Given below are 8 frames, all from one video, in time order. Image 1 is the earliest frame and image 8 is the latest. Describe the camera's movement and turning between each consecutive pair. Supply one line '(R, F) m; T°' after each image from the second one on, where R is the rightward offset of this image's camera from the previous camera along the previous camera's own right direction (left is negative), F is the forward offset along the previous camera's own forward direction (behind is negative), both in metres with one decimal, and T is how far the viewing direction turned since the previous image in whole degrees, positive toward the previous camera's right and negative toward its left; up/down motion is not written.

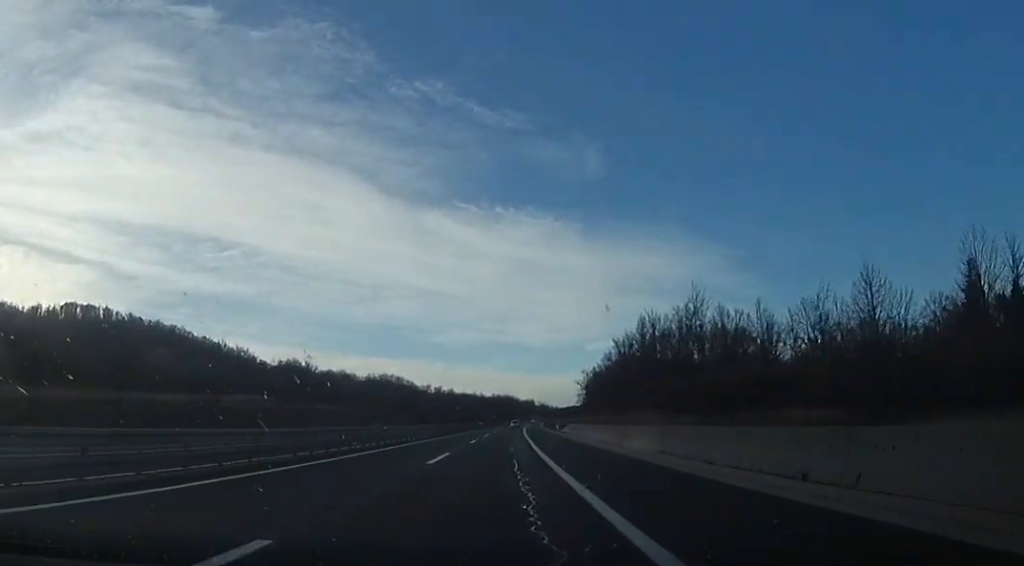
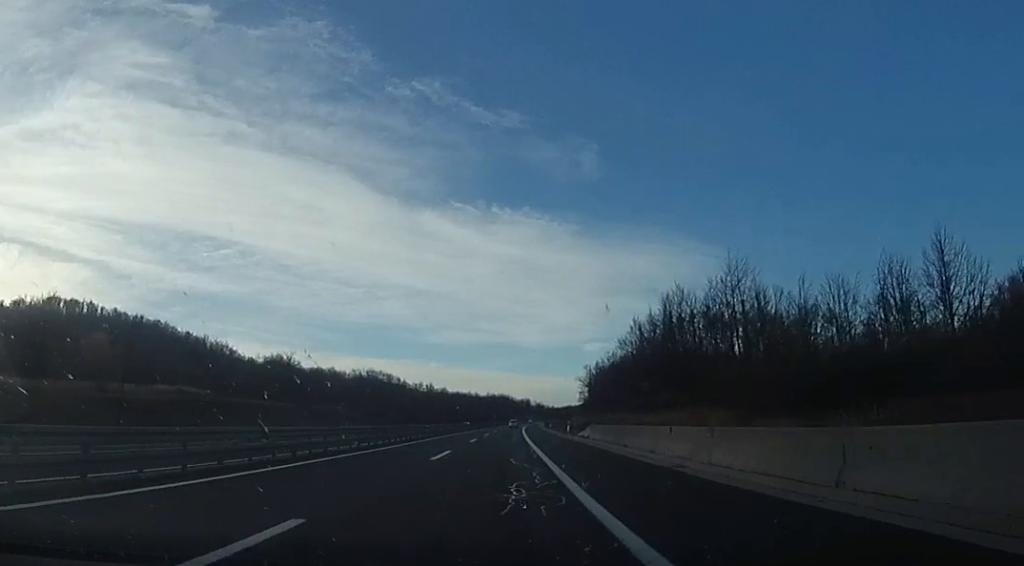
(+0.9, +17.6) m; 0°
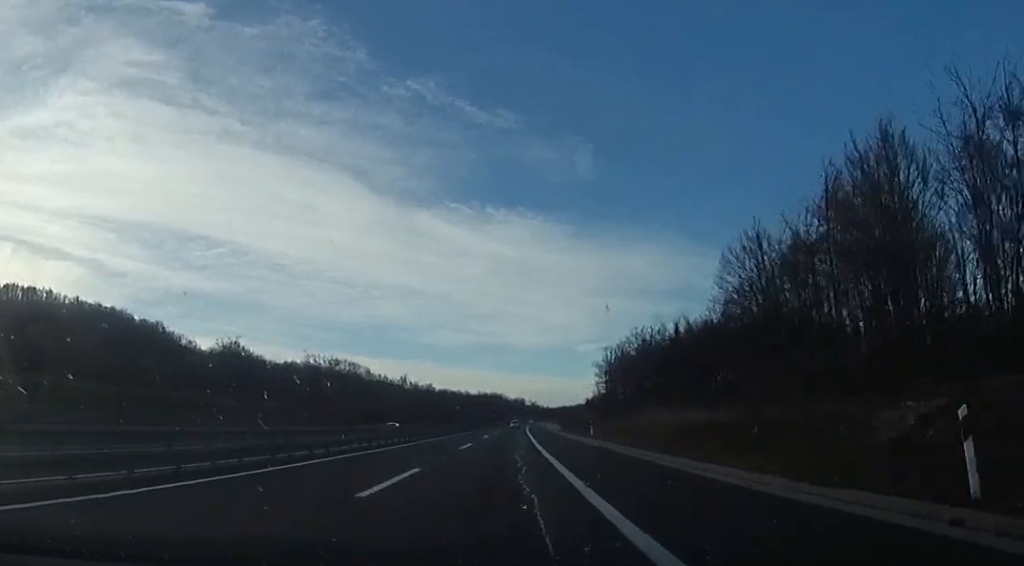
(-0.6, +48.1) m; +1°
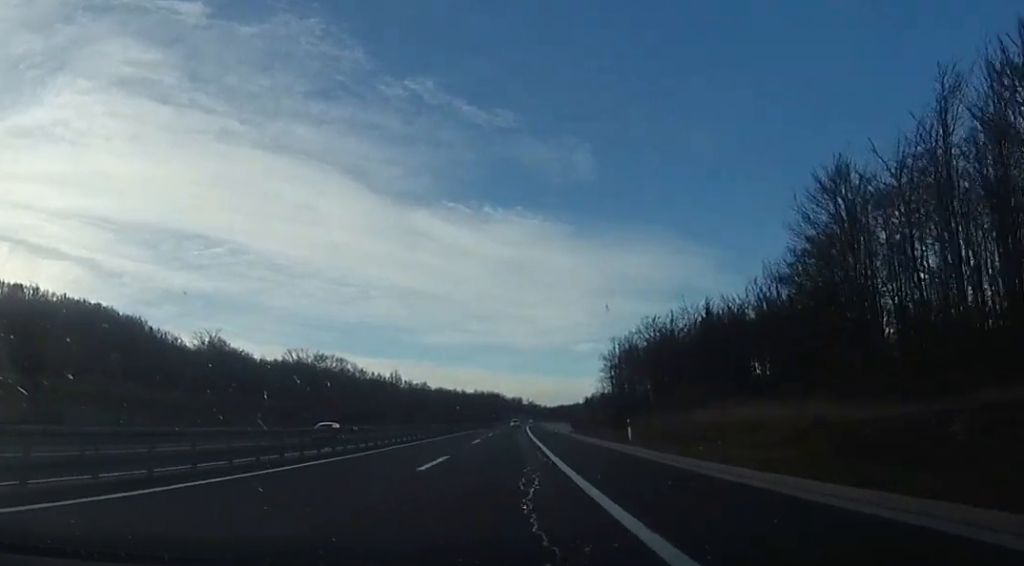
(+0.7, +13.3) m; +1°
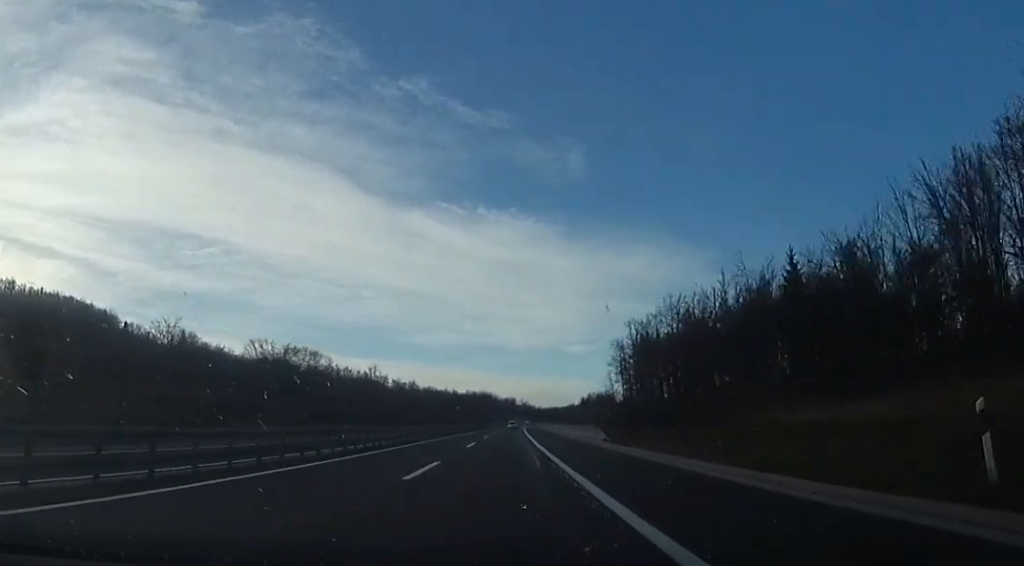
(+0.3, +21.9) m; 0°
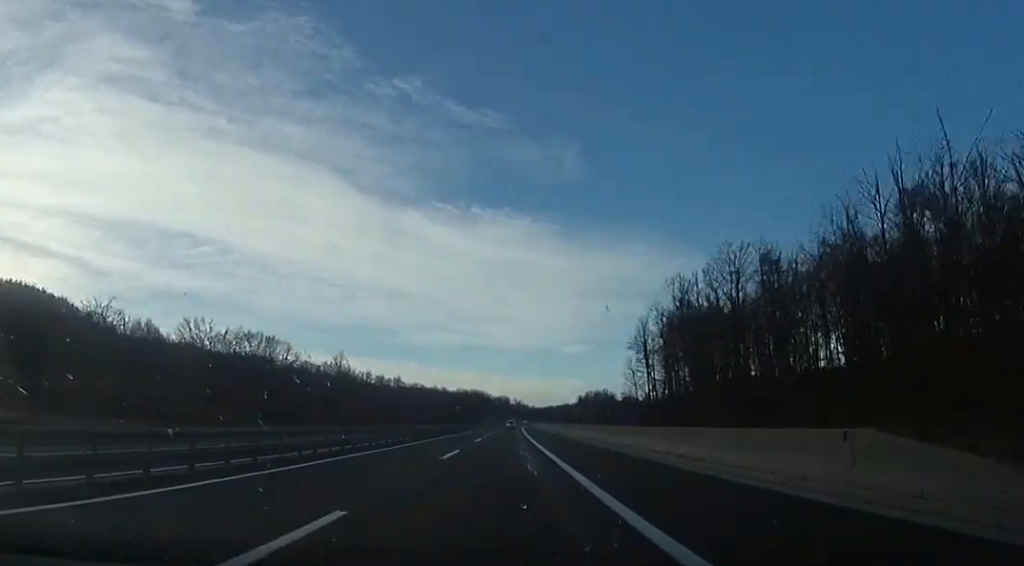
(-0.7, +30.0) m; -1°
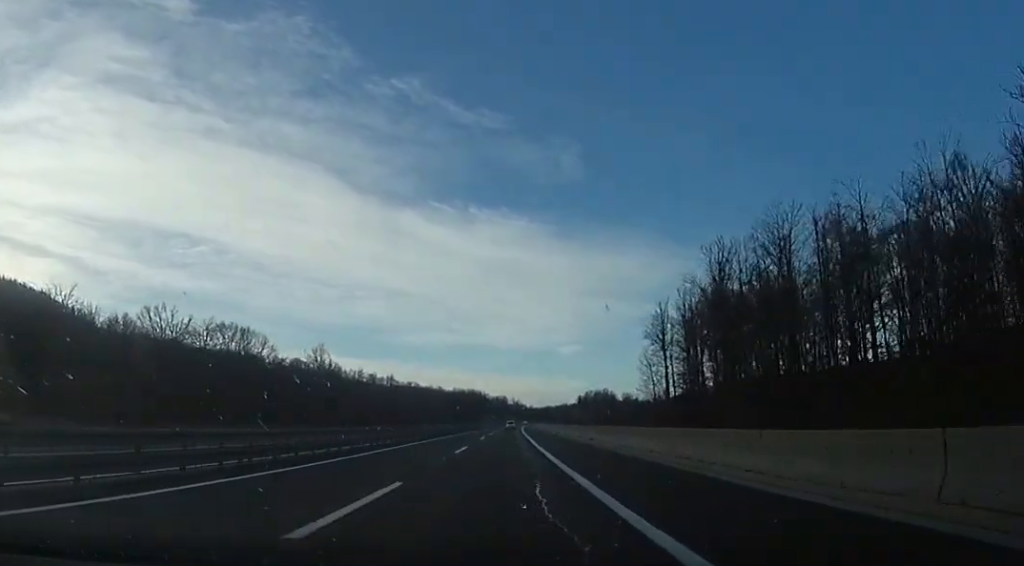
(-0.5, +14.2) m; +1°
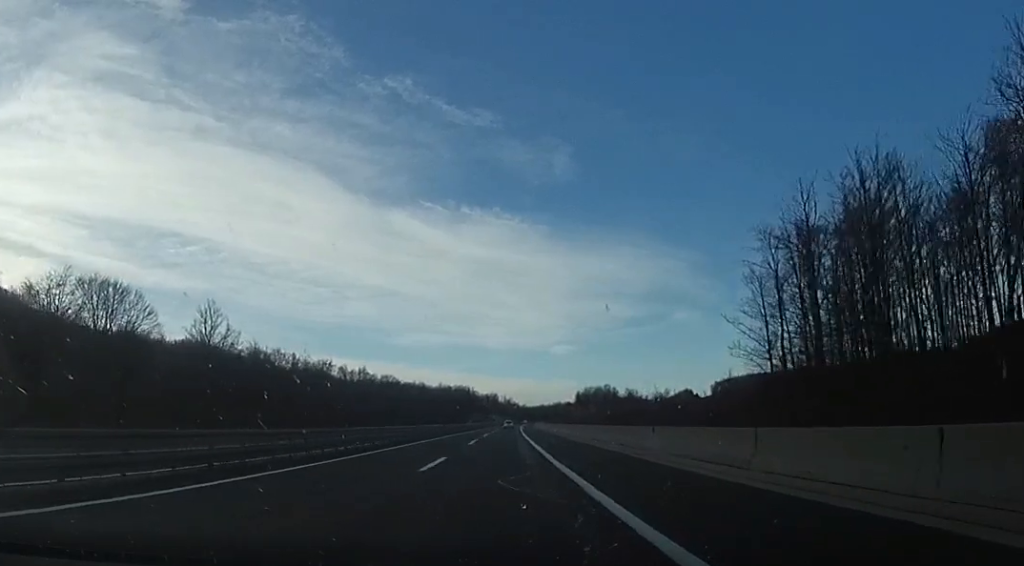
(+2.2, +47.9) m; +3°
